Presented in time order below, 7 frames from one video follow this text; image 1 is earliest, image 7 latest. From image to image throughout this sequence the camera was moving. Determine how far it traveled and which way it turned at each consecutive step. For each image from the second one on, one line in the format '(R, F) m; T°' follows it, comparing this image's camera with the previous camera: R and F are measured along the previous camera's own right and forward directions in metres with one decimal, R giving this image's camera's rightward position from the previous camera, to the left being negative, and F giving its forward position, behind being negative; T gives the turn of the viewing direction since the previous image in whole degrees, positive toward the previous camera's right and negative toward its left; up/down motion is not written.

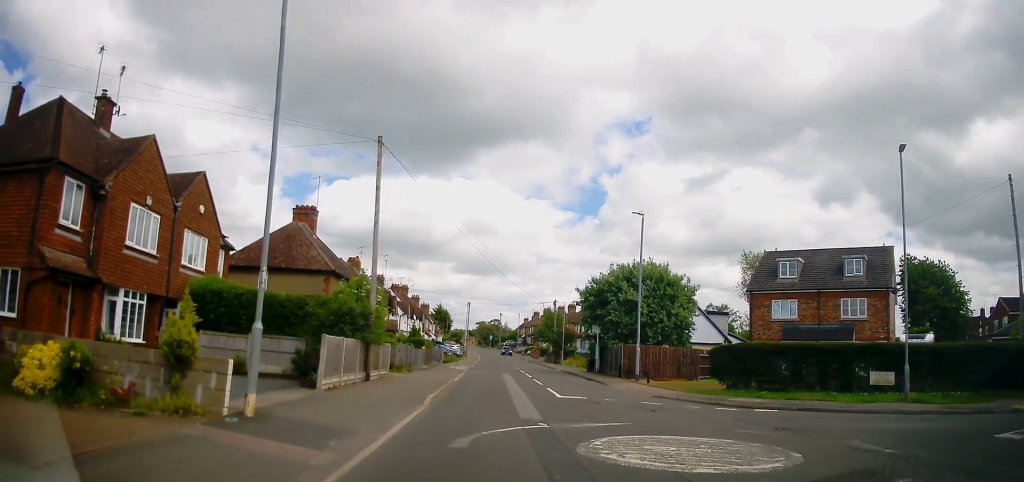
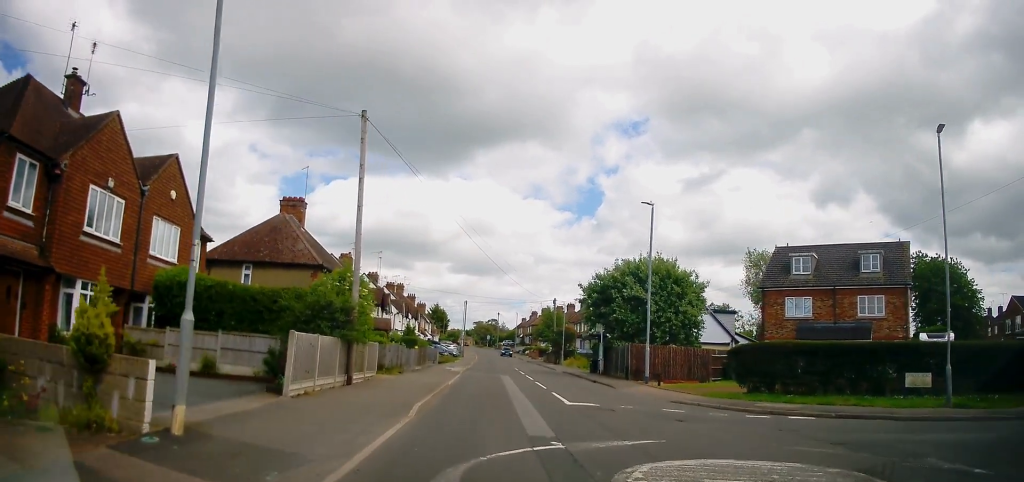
(+0.3, +2.1) m; -1°
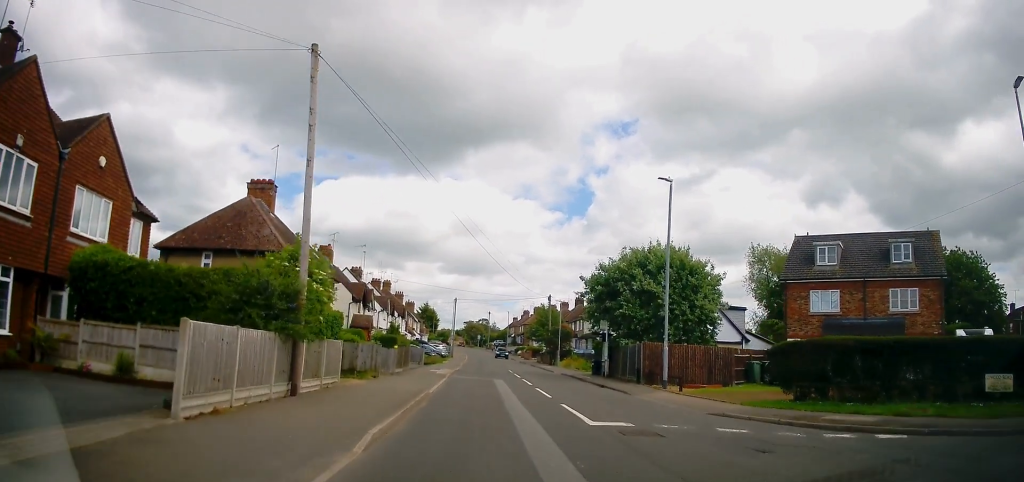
(-0.2, +3.9) m; -1°
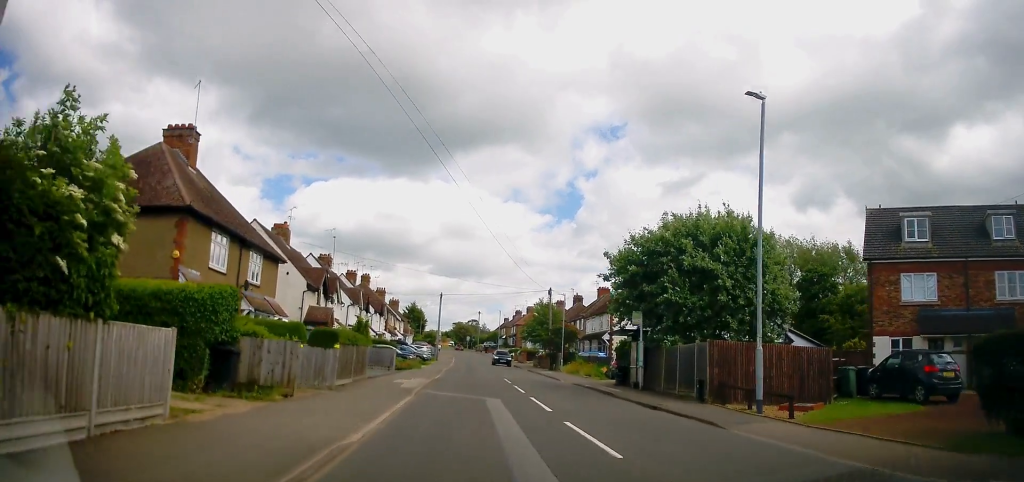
(+0.2, +8.7) m; +2°
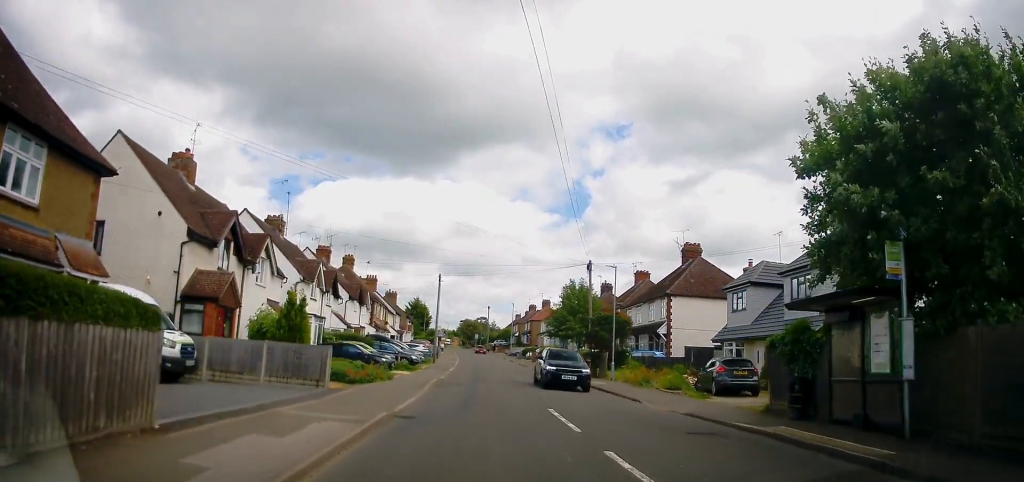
(-1.2, +15.2) m; -3°
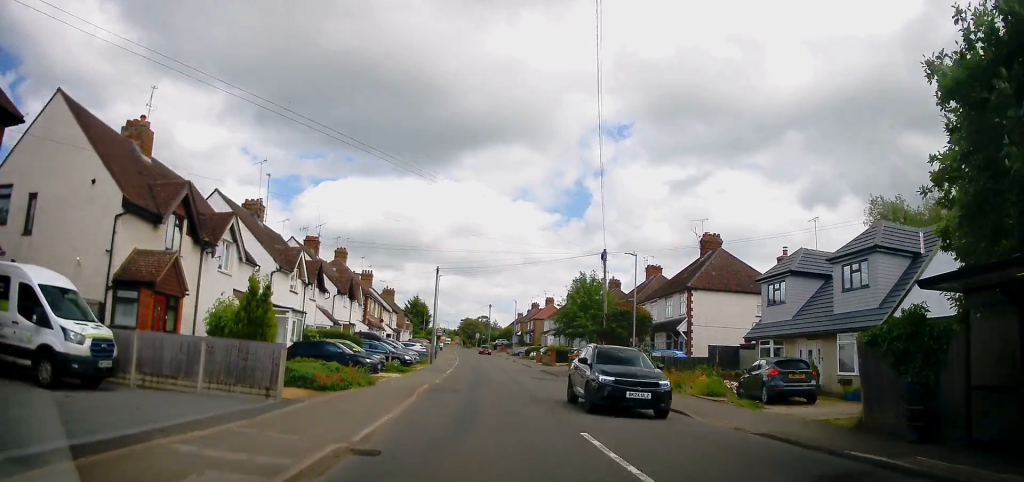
(+0.2, +4.0) m; +2°
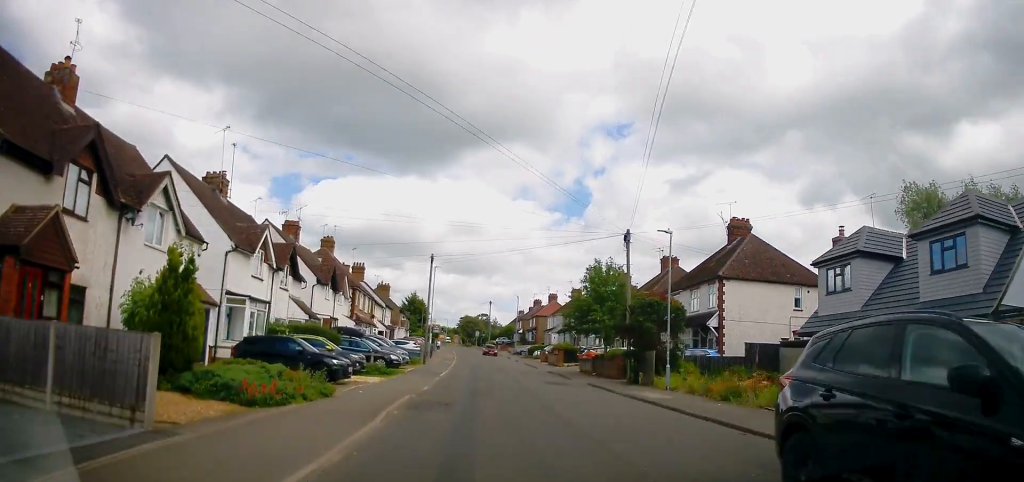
(0.0, +5.3) m; -2°
